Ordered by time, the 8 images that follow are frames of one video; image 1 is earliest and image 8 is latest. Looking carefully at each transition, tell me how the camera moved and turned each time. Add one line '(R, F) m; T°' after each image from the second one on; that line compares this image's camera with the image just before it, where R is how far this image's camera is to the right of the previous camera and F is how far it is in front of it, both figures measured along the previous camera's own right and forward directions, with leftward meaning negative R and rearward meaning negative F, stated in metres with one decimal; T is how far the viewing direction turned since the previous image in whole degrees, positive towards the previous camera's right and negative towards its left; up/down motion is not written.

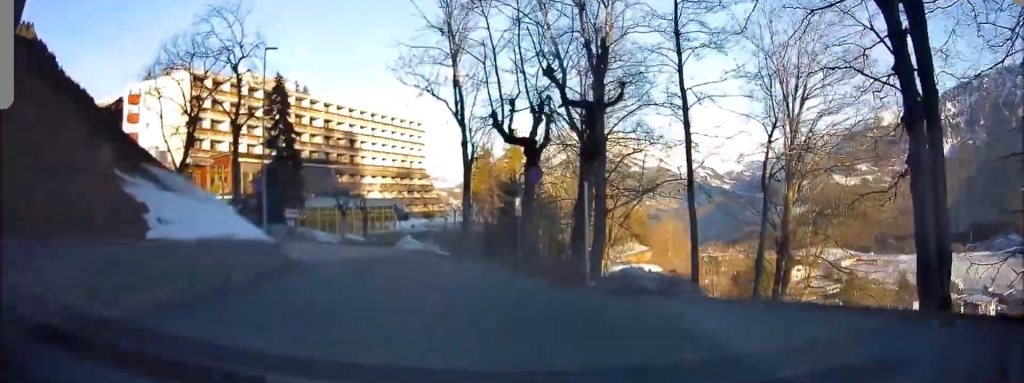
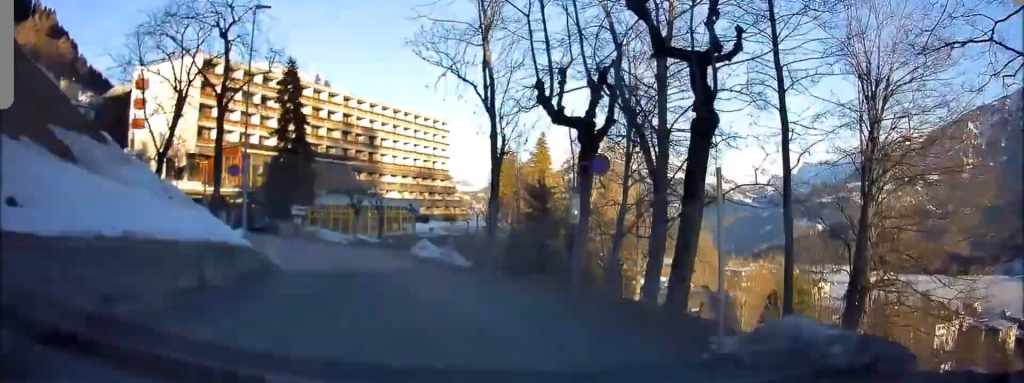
(+0.3, +4.7) m; -4°
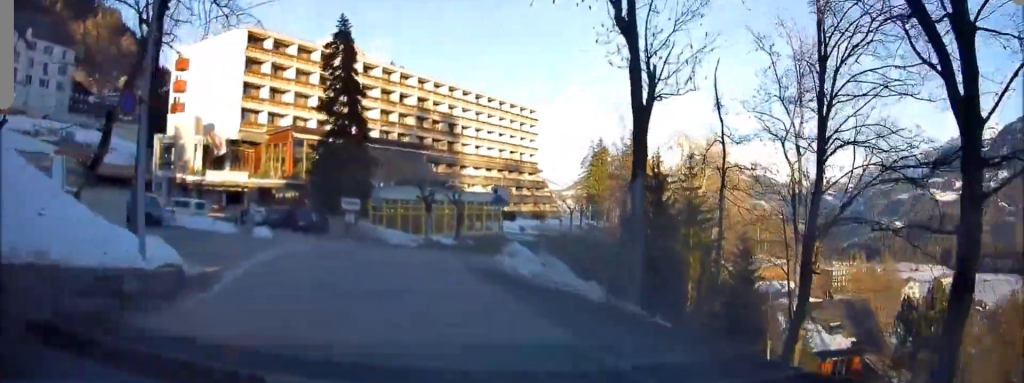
(-0.9, +11.7) m; -5°
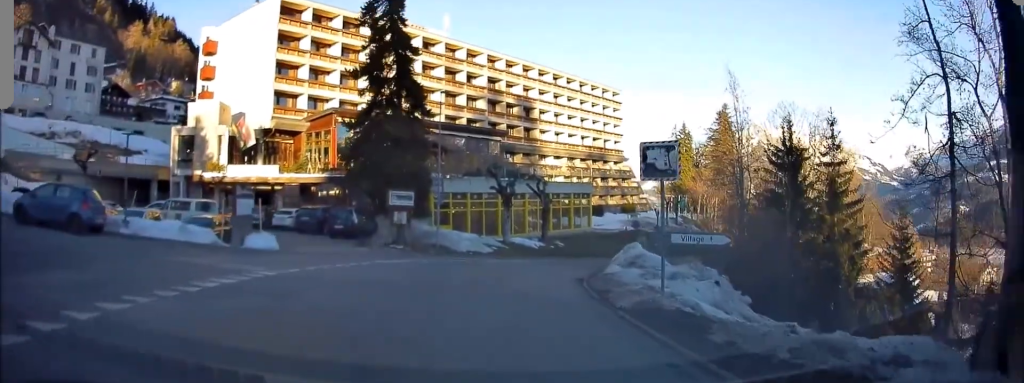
(-0.9, +11.4) m; -8°
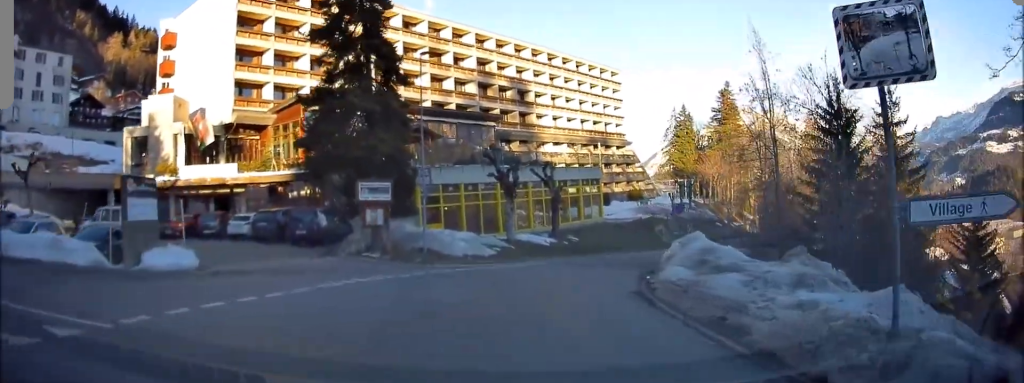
(0.0, +7.2) m; +3°
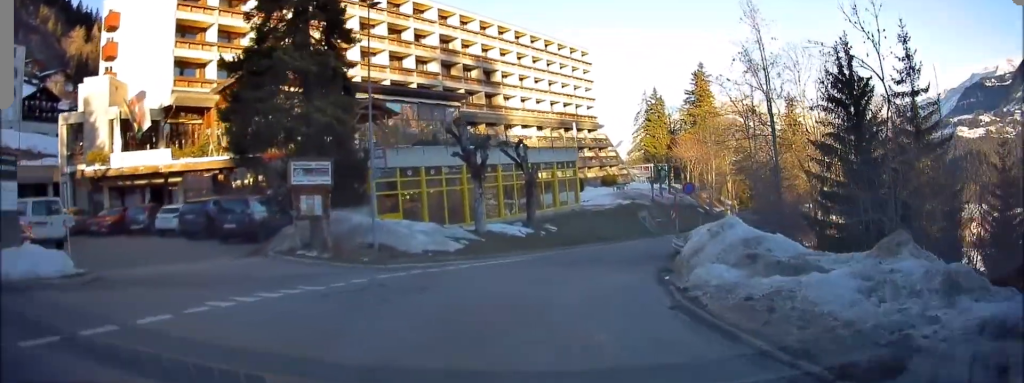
(+0.1, +4.7) m; +5°
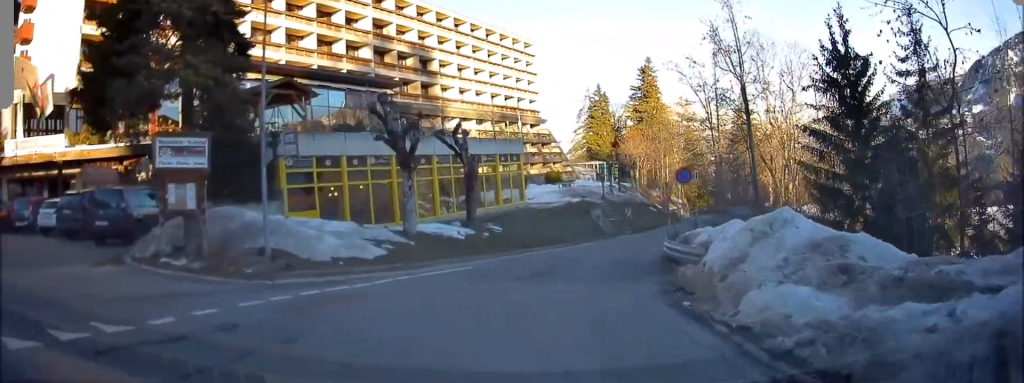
(+0.2, +5.1) m; +7°
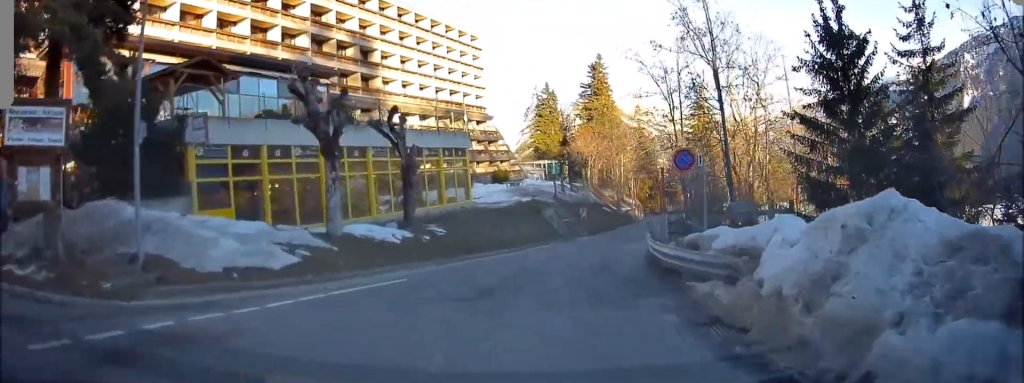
(+0.3, +3.7) m; +4°
